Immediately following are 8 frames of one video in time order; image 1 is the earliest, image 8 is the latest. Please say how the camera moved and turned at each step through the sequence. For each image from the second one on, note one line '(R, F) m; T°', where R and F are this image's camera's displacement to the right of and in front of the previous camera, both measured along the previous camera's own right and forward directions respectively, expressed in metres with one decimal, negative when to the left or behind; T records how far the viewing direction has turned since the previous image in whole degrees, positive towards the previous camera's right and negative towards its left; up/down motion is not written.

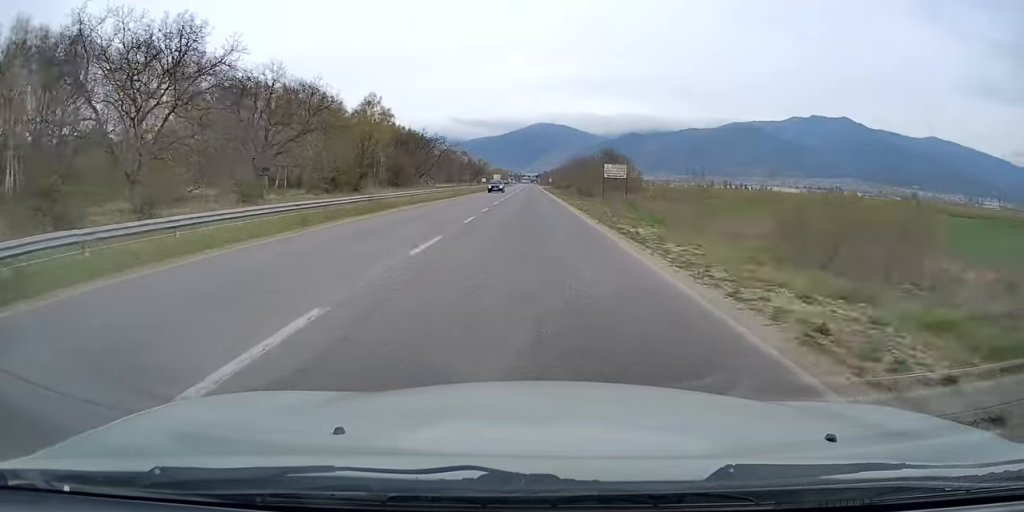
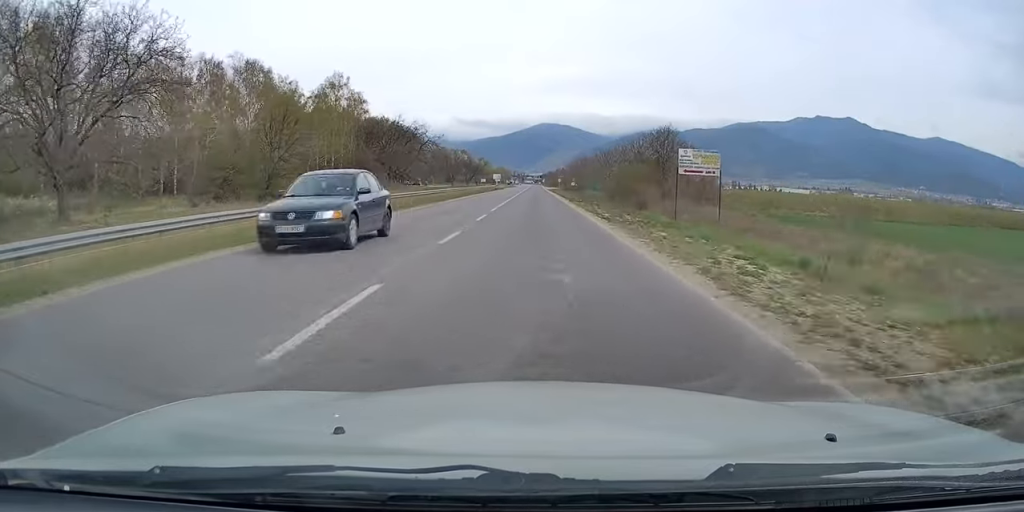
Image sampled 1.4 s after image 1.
(0.0, +29.2) m; 0°
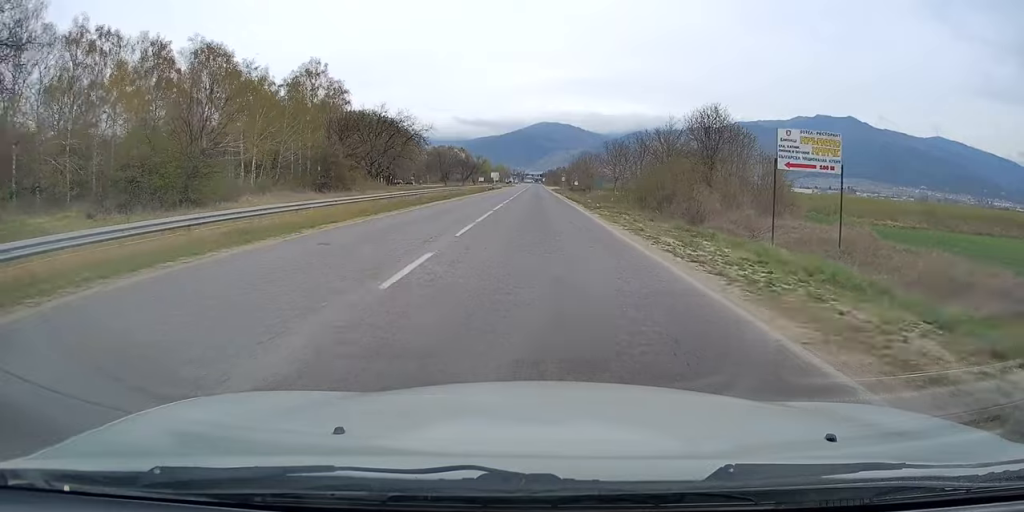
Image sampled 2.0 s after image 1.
(0.0, +12.8) m; 0°
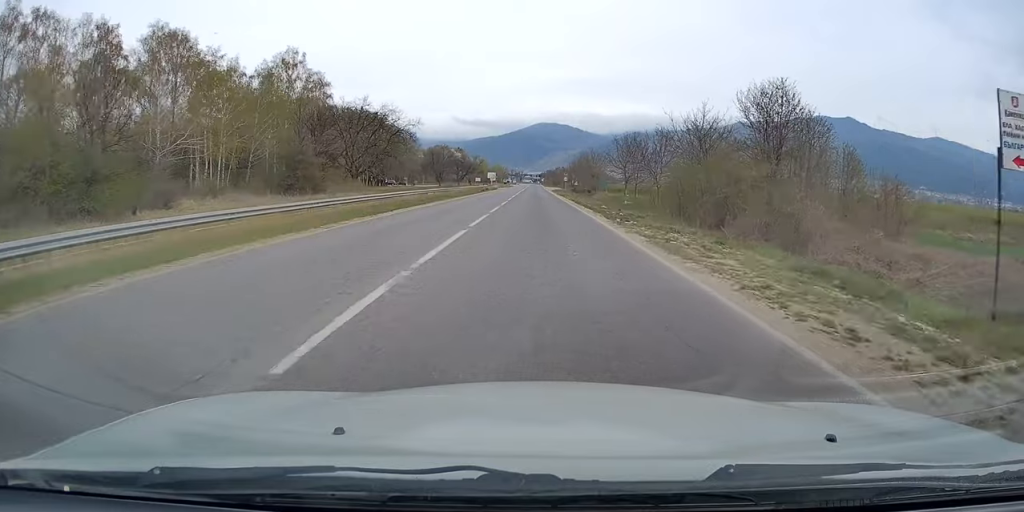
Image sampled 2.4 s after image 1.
(0.0, +10.0) m; 0°
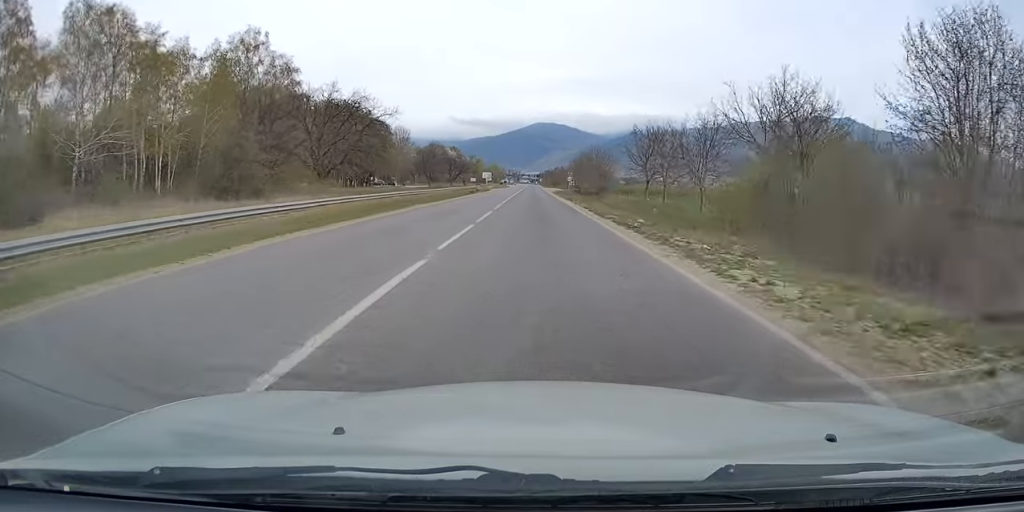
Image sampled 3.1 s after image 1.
(0.0, +13.5) m; 0°
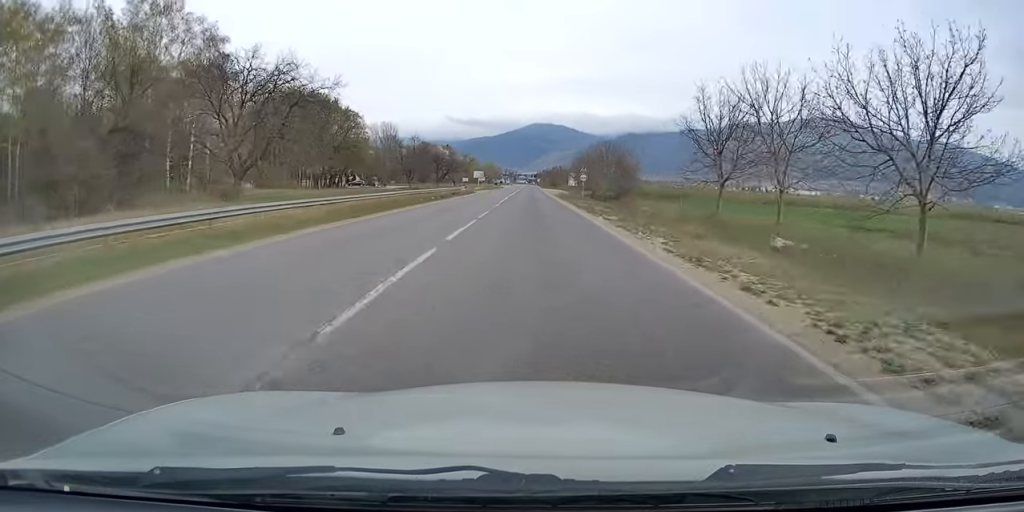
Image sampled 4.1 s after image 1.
(+0.1, +22.2) m; 0°
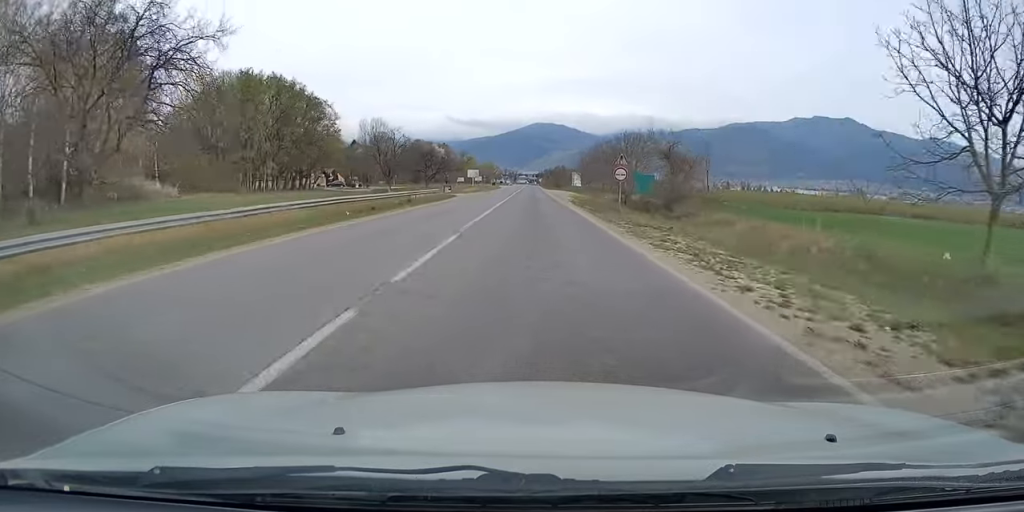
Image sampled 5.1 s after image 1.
(0.0, +20.7) m; 0°
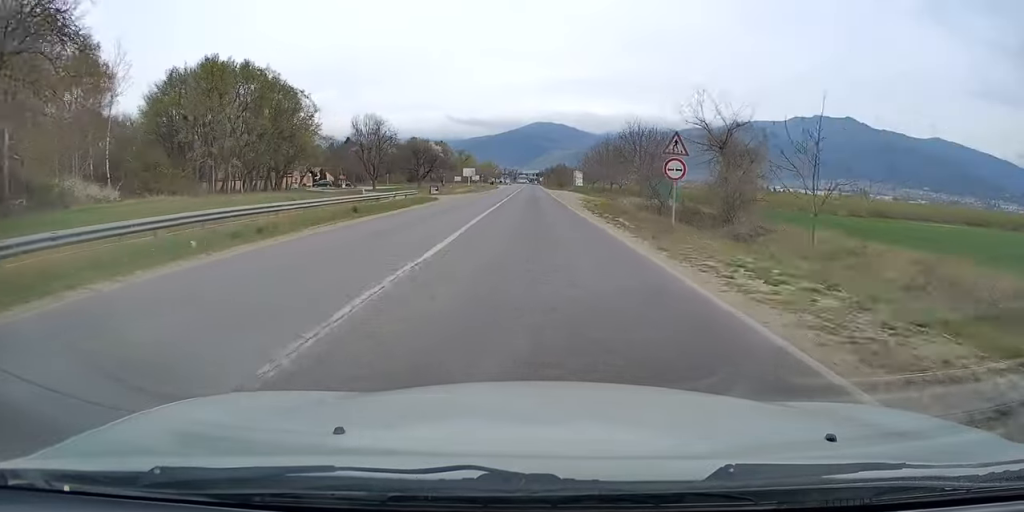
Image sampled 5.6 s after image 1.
(-0.1, +11.4) m; 0°
